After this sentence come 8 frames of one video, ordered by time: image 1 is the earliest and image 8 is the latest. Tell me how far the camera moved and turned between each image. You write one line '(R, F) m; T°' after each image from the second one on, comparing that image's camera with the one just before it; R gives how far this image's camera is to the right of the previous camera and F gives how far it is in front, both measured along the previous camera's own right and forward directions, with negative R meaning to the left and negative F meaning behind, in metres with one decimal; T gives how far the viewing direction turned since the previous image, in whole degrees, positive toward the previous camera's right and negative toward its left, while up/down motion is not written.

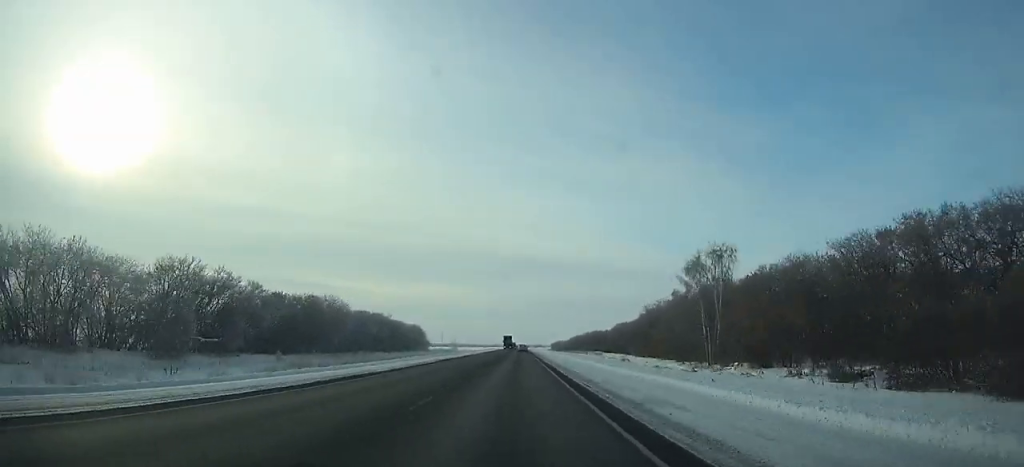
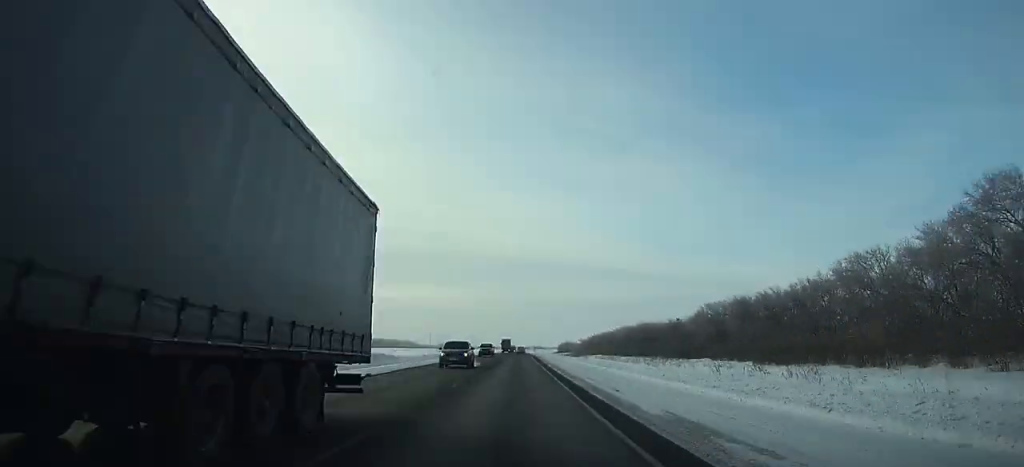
(0.0, +102.2) m; 0°
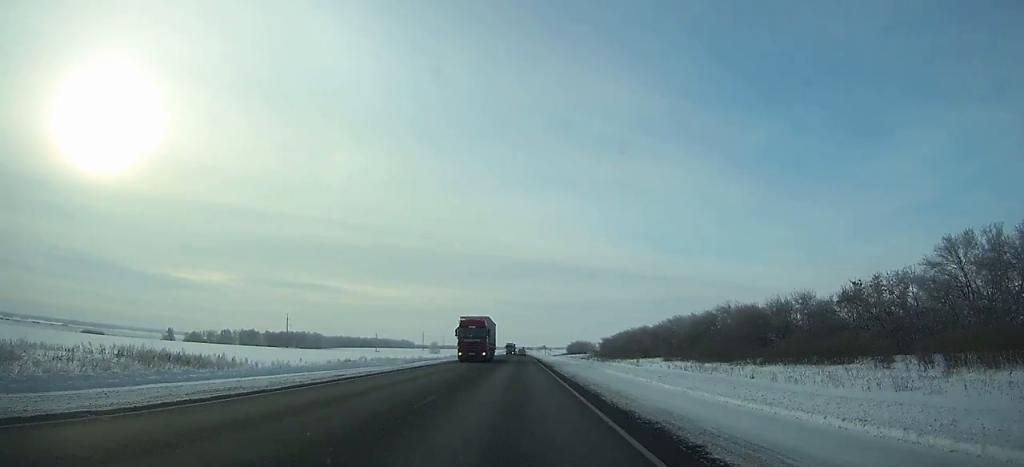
(0.0, +66.3) m; 0°
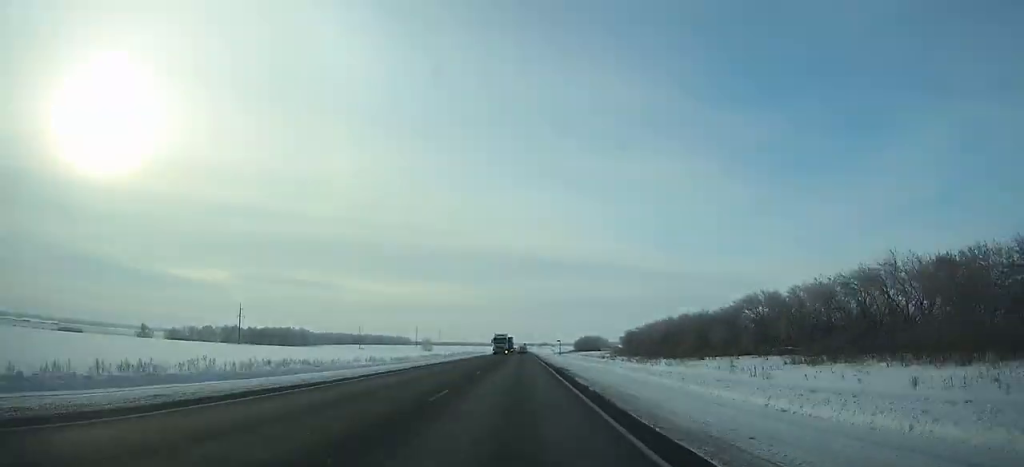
(0.0, +46.4) m; 0°
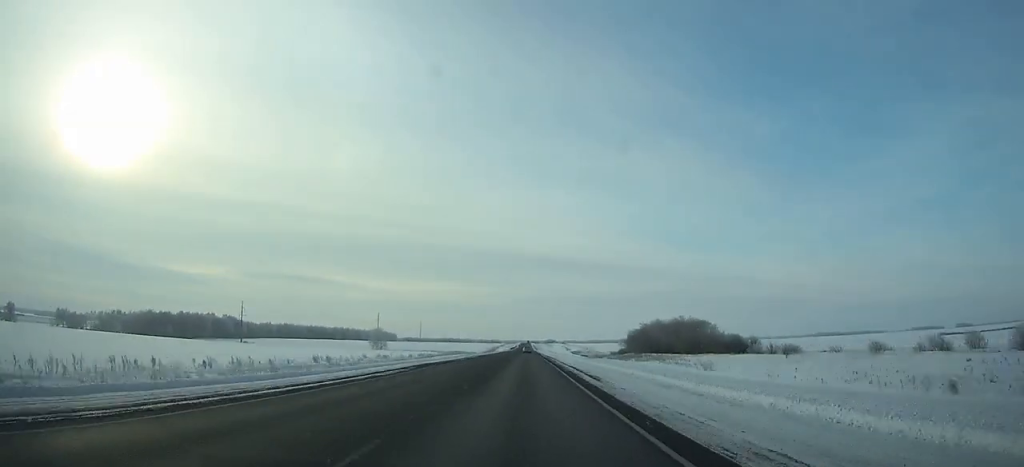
(-0.4, +163.1) m; 0°
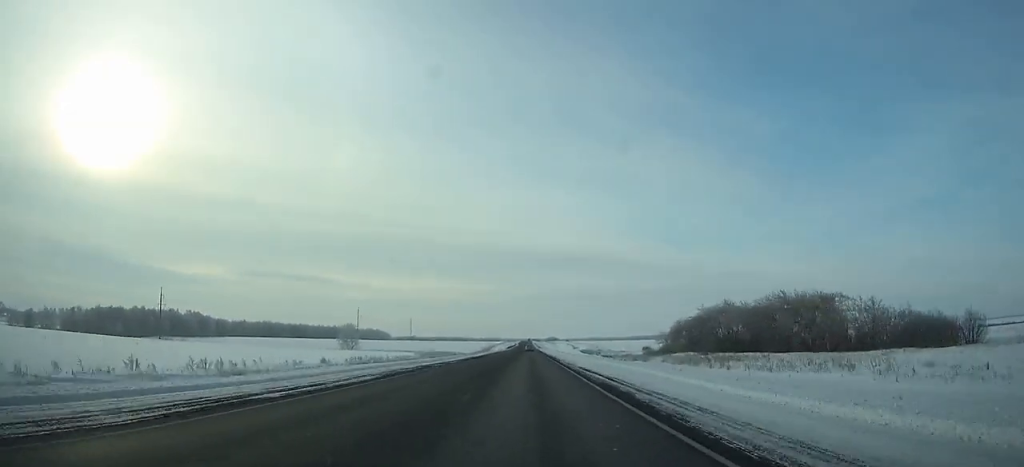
(0.0, +52.2) m; 0°
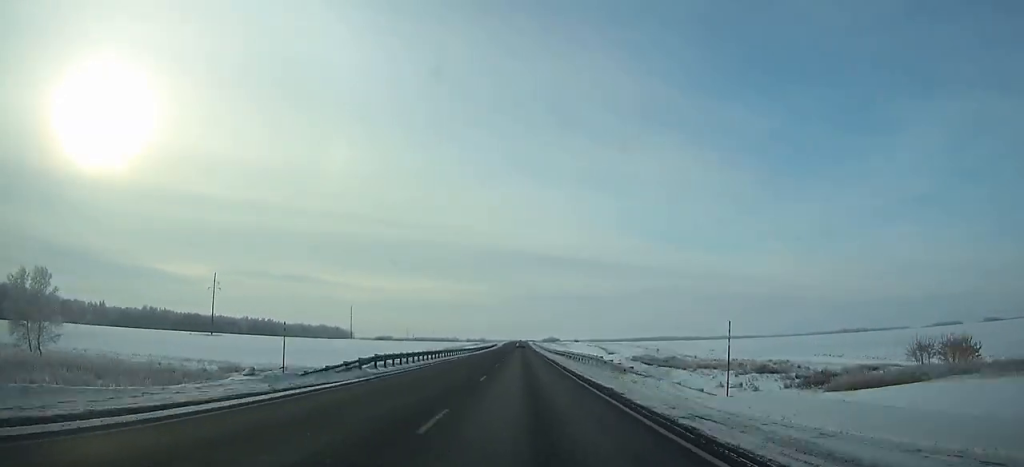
(+0.5, +172.8) m; 0°
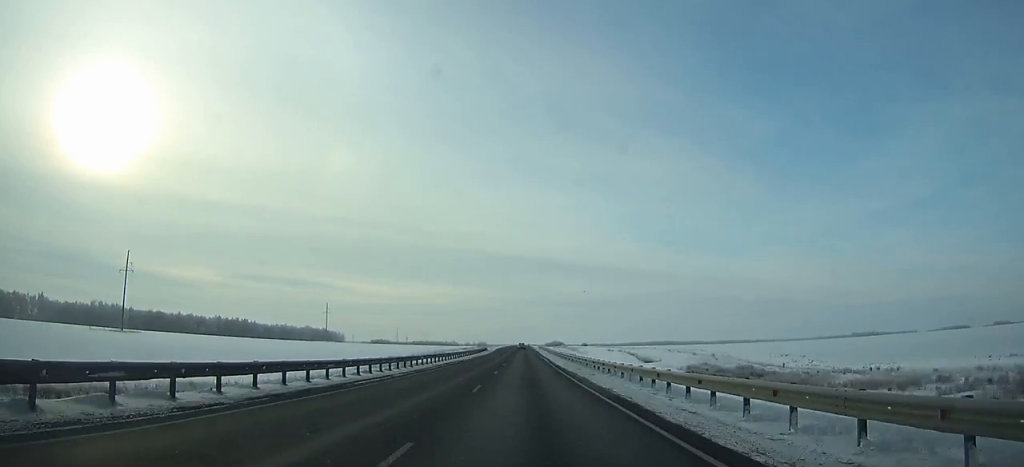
(0.0, +51.8) m; 0°
